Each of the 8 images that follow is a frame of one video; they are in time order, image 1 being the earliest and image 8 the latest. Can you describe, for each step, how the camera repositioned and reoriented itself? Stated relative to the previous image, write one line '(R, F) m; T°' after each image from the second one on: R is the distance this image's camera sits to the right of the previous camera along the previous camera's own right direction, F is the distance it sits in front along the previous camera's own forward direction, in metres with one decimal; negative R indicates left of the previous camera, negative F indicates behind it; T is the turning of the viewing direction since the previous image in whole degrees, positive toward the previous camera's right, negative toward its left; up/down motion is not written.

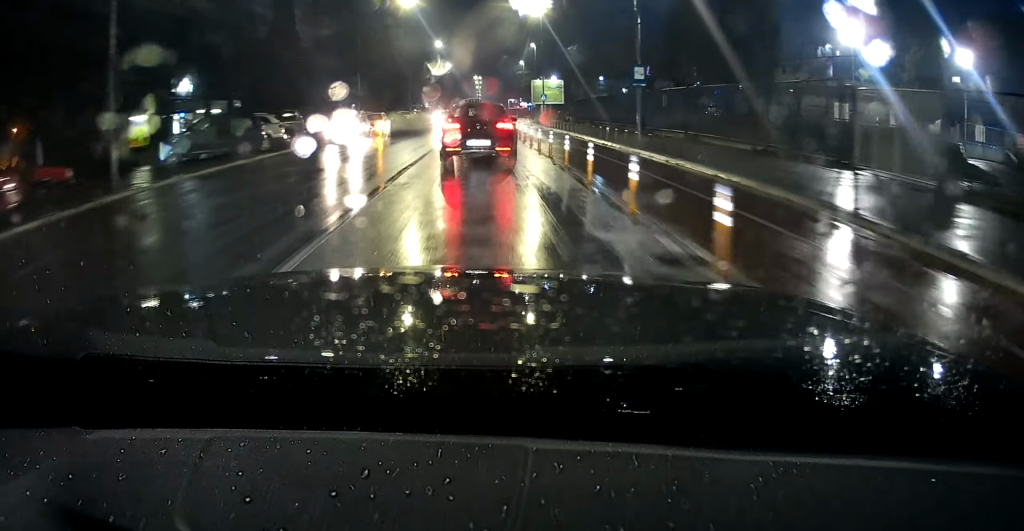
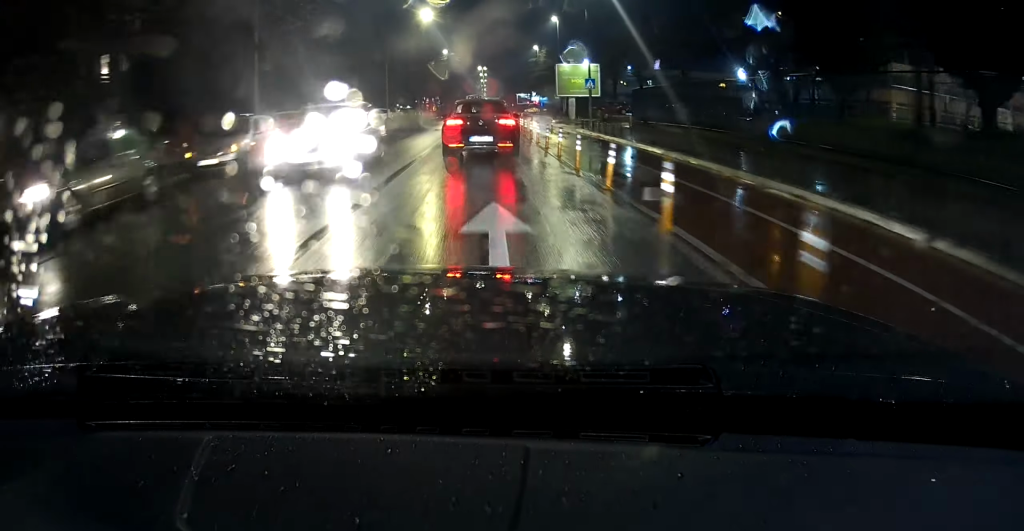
(+0.1, +24.0) m; 0°
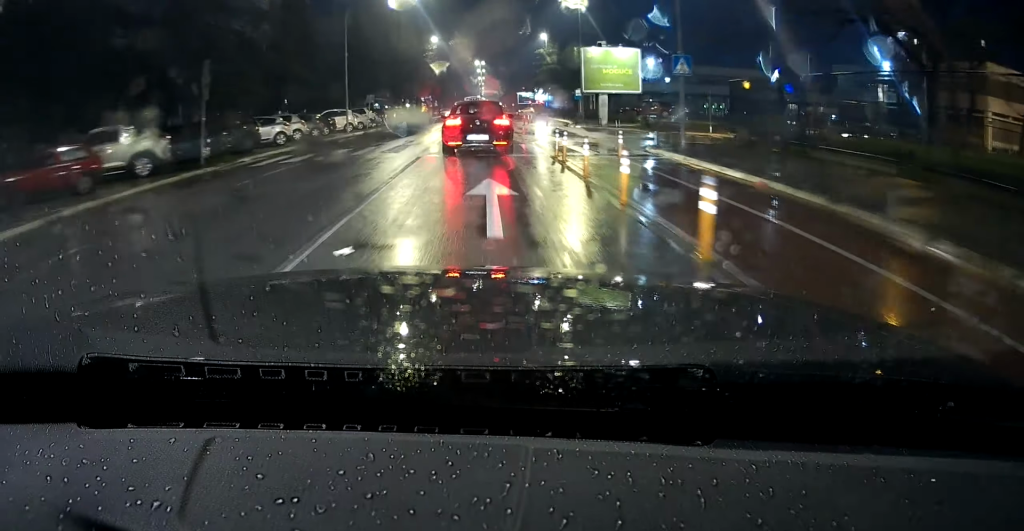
(-0.1, +17.8) m; 0°
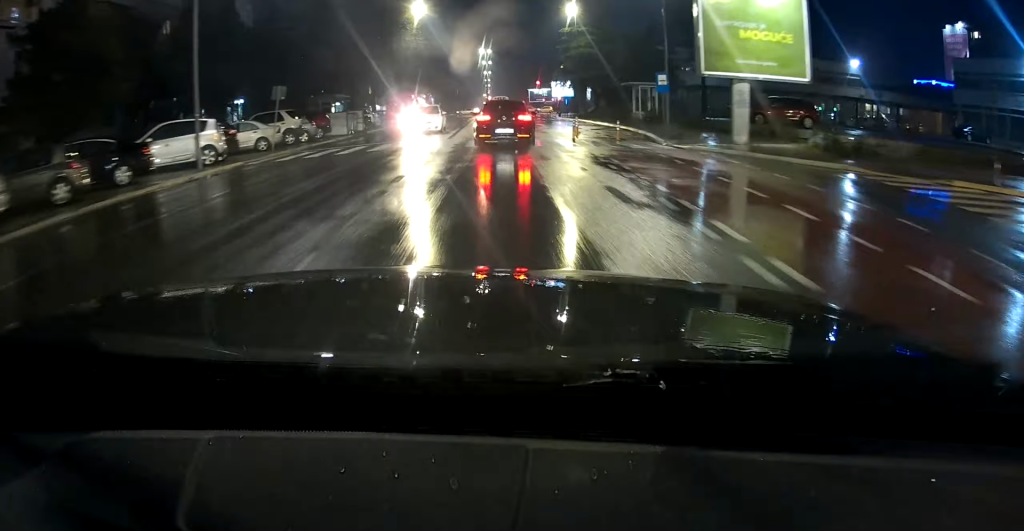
(+0.2, +25.0) m; +1°
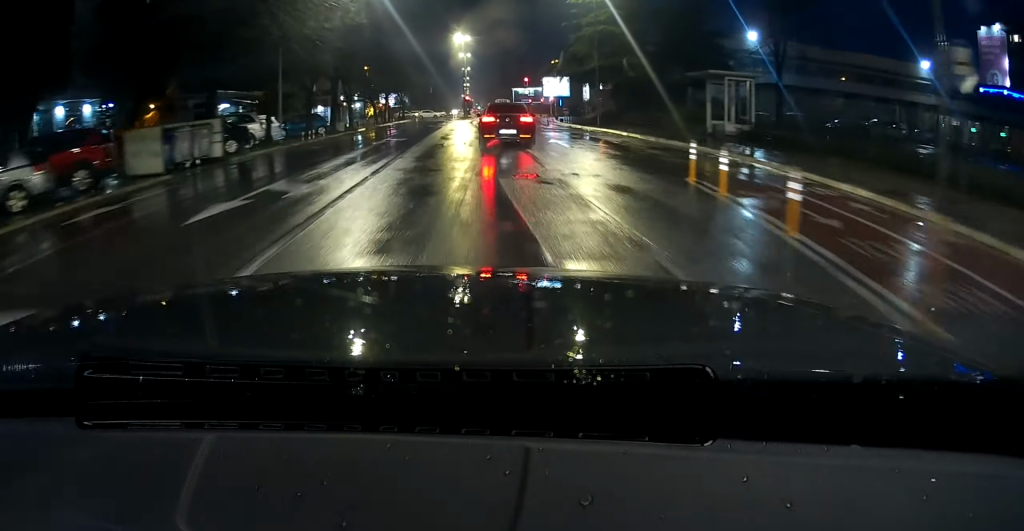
(0.0, +21.0) m; 0°
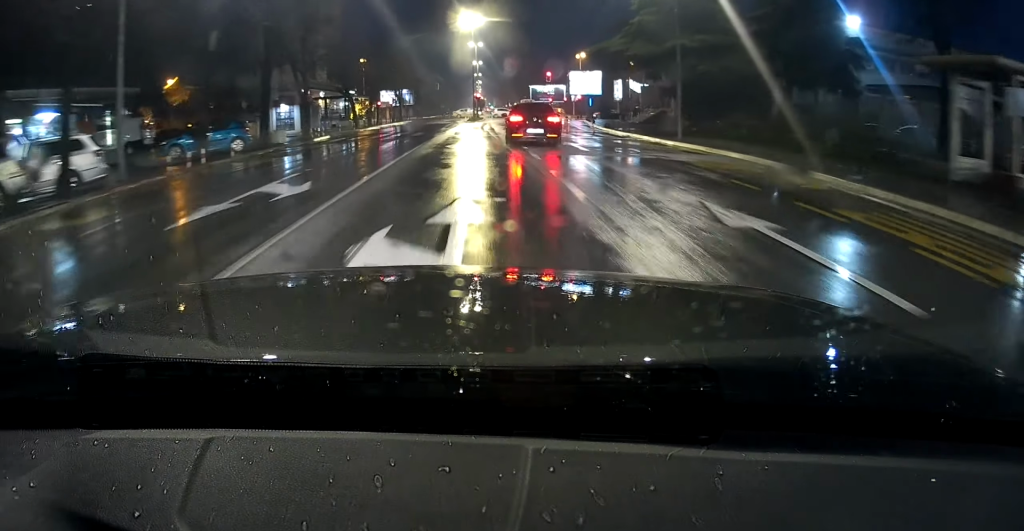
(0.0, +16.2) m; 0°
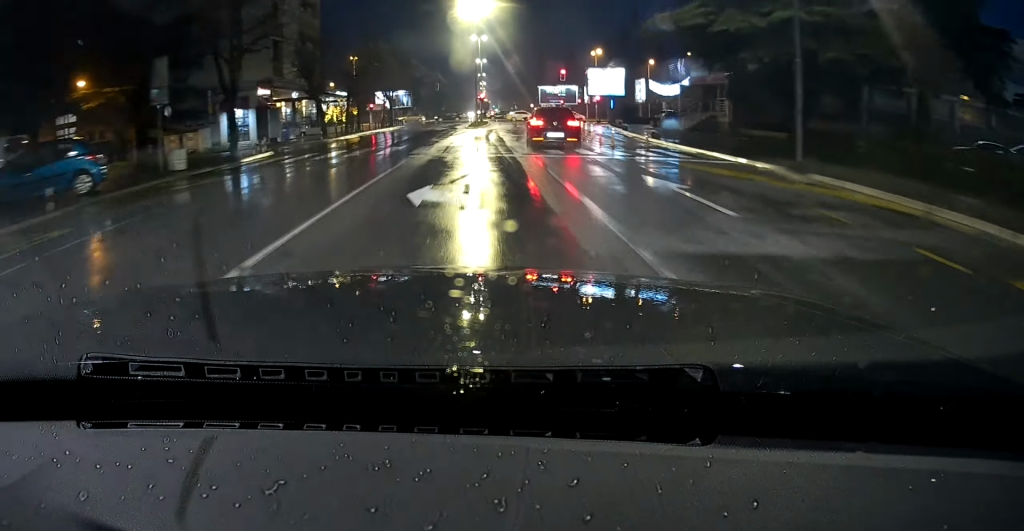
(0.0, +11.4) m; 0°
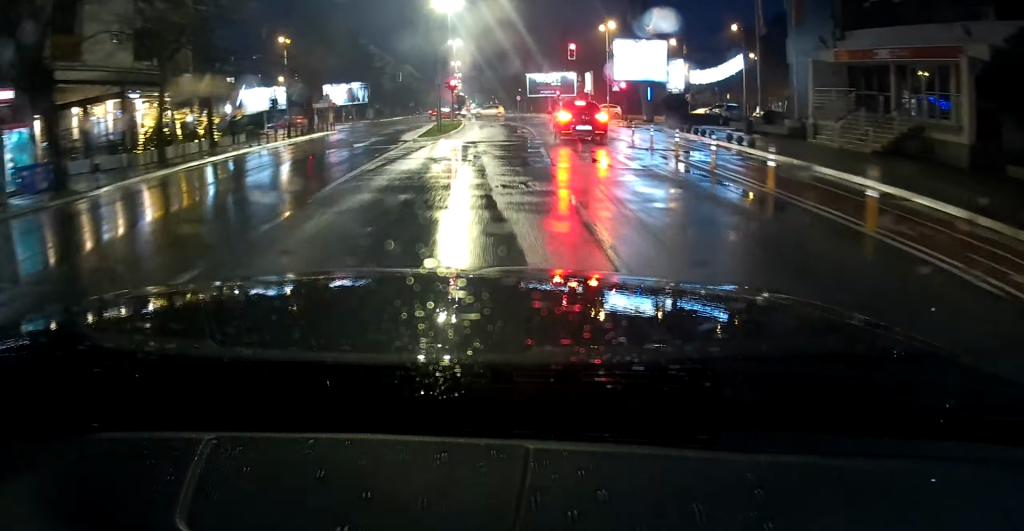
(+0.4, +26.6) m; +2°
